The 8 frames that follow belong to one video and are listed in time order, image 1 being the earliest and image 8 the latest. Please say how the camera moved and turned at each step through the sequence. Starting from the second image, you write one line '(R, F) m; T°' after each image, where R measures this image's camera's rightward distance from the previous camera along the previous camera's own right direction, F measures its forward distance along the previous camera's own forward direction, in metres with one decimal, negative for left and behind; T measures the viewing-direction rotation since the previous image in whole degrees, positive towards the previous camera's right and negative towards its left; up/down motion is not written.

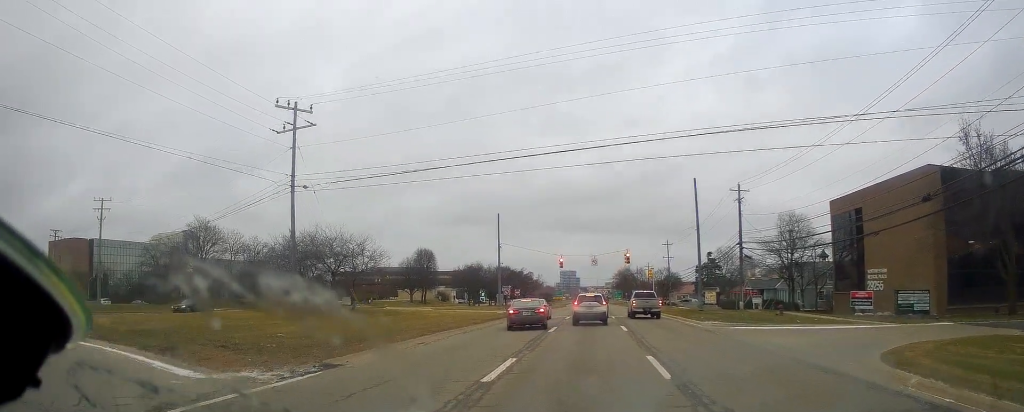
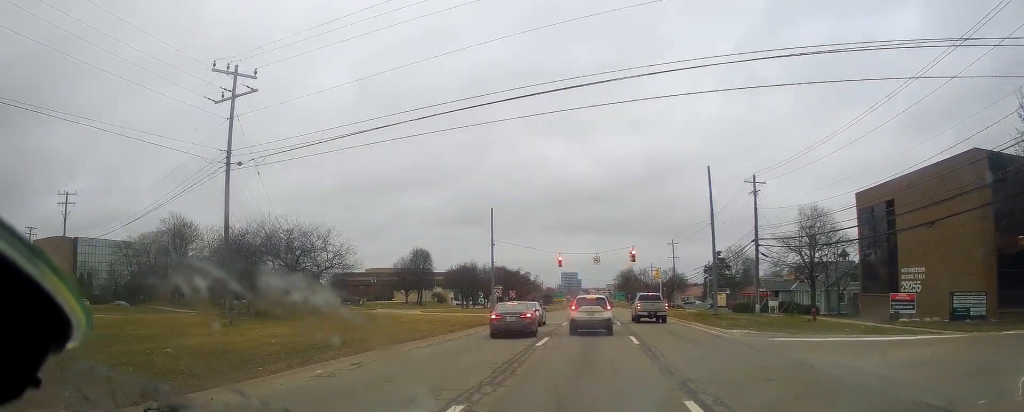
(0.0, +7.2) m; +4°
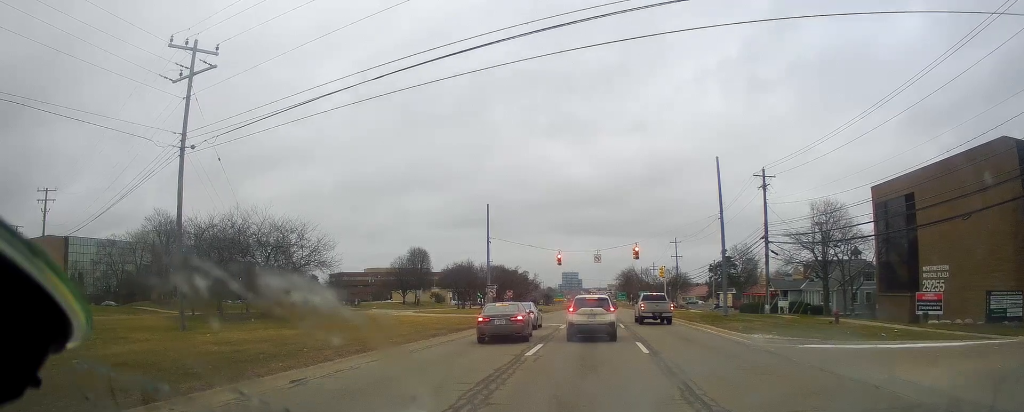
(+0.4, +3.7) m; 0°
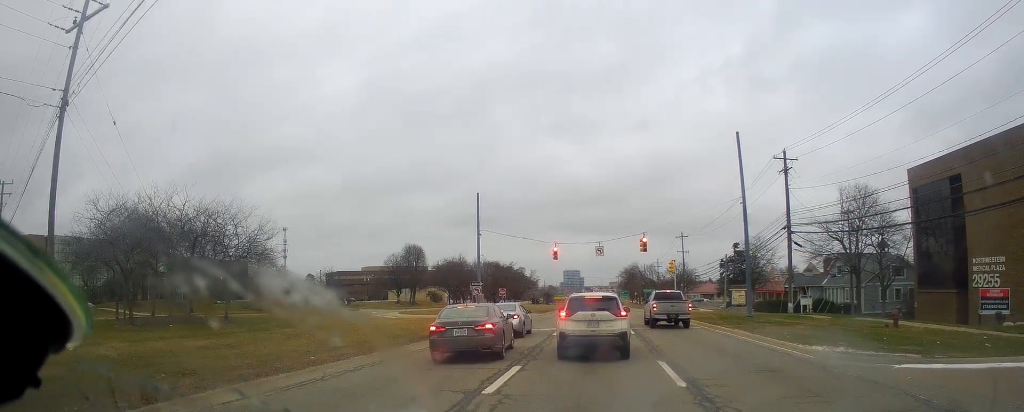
(-0.4, +7.5) m; -1°
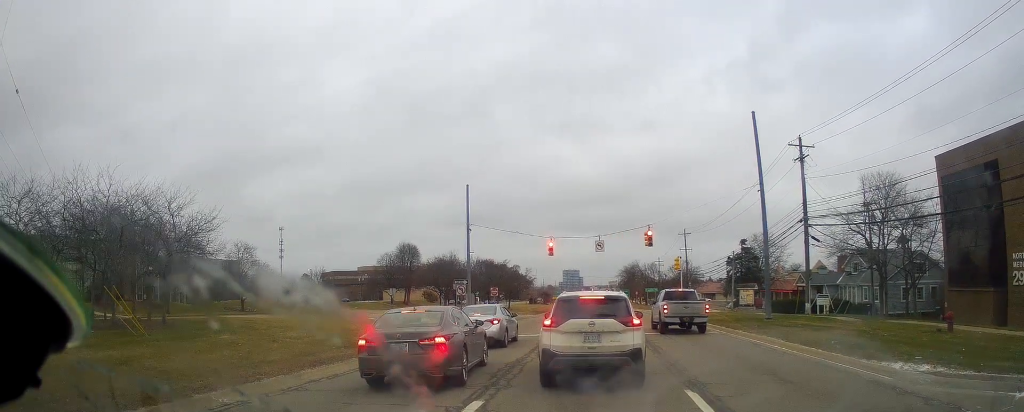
(-0.2, +5.4) m; -2°
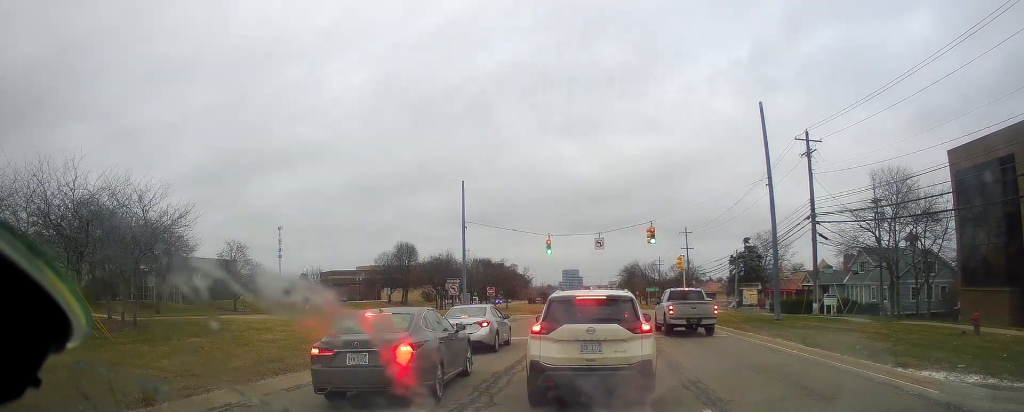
(+0.5, +1.7) m; 0°
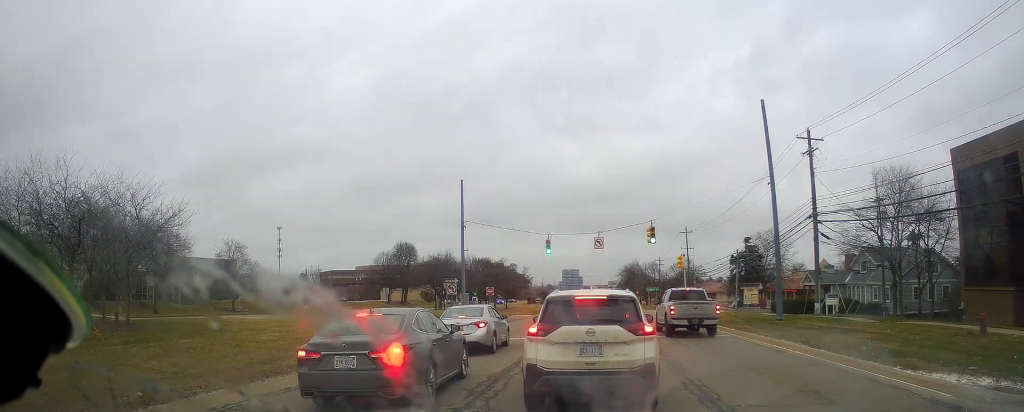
(+0.3, +0.3) m; 0°
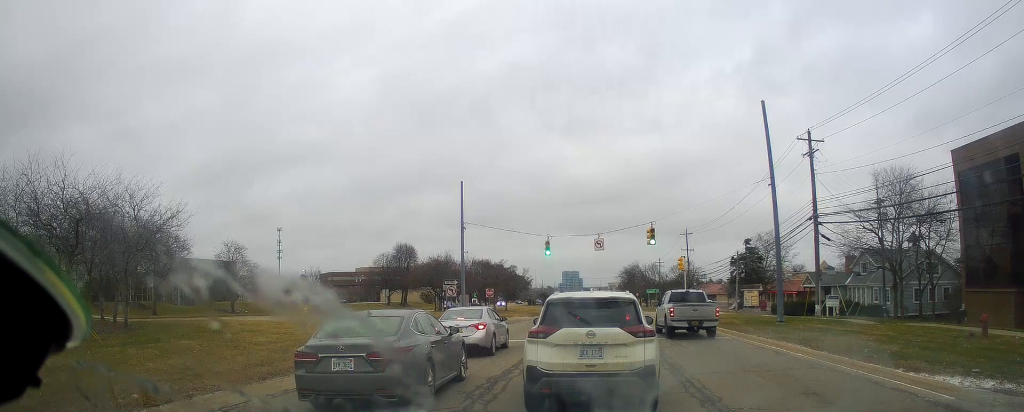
(0.0, 0.0) m; 0°
